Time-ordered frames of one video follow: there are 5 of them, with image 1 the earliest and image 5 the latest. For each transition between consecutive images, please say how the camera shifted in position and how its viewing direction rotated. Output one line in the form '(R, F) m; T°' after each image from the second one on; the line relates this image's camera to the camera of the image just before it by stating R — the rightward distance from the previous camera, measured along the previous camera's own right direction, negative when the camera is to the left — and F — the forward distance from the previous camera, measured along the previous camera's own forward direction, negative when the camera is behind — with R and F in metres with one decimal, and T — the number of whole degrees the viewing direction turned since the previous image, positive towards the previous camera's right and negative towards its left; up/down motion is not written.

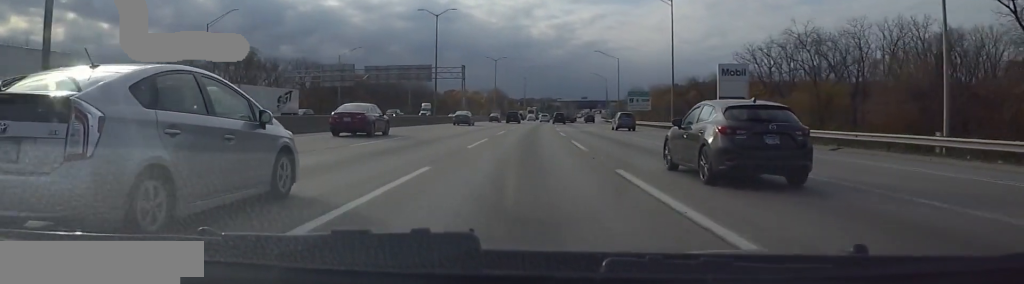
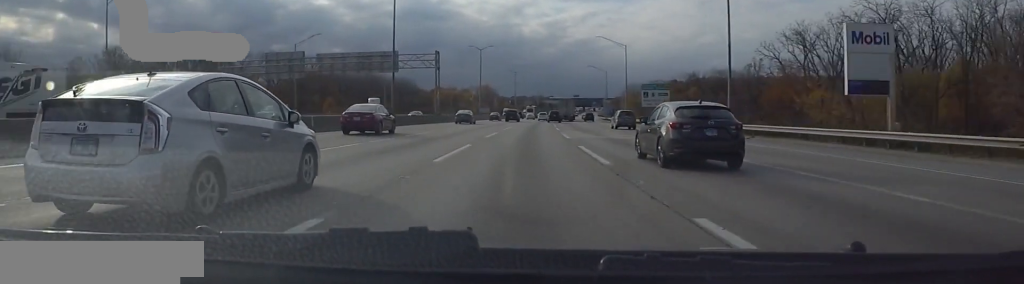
(-0.4, +21.3) m; 0°
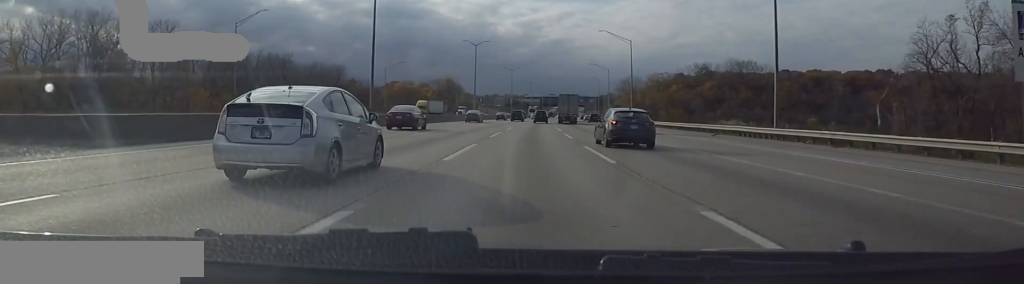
(+2.3, +74.8) m; +3°
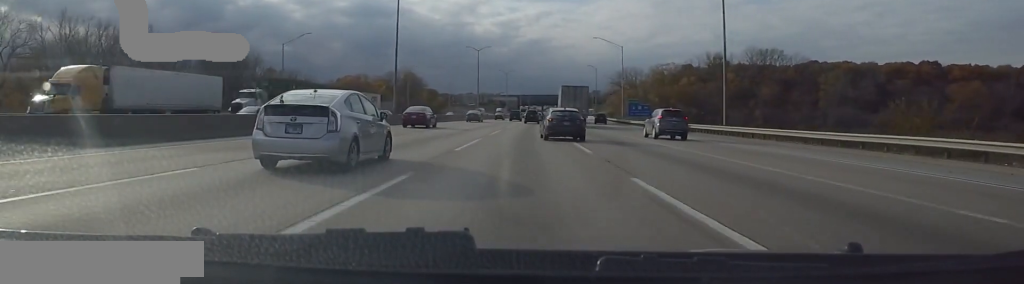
(-0.2, +57.3) m; 0°
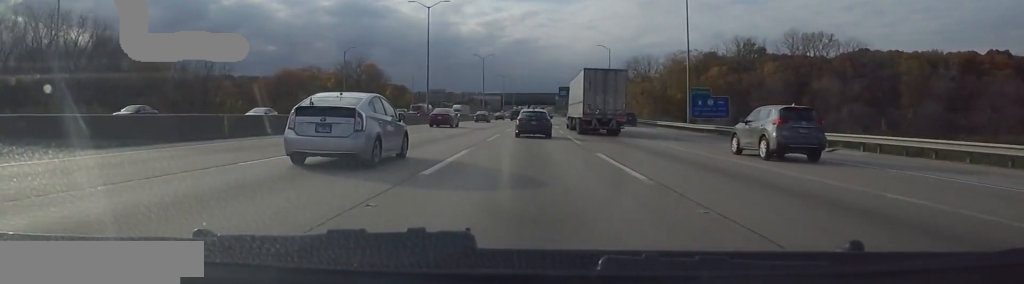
(+1.6, +53.7) m; +4°
